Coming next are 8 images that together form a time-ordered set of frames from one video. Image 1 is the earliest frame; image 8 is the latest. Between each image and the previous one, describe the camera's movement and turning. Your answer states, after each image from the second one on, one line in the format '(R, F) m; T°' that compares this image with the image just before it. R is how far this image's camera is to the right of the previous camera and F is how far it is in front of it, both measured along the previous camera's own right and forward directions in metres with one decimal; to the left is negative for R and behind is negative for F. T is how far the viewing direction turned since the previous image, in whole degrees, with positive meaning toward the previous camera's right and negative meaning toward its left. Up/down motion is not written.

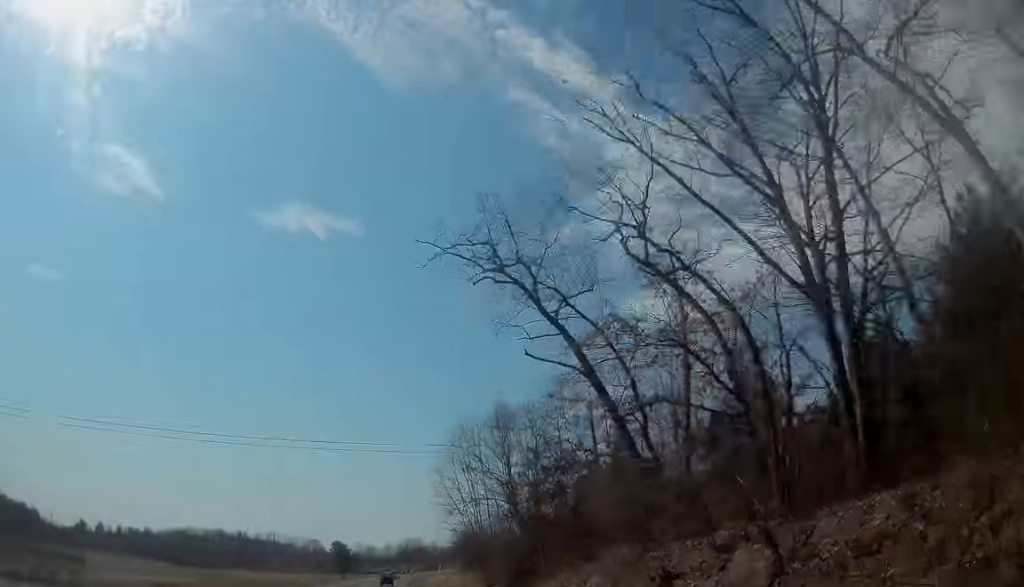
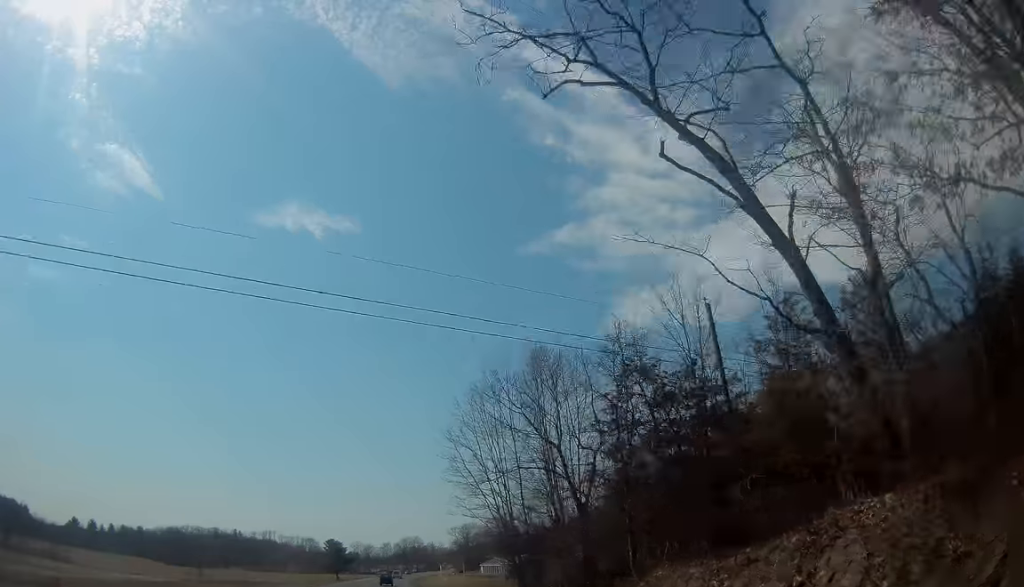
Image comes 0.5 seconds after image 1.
(+0.2, +12.1) m; 0°
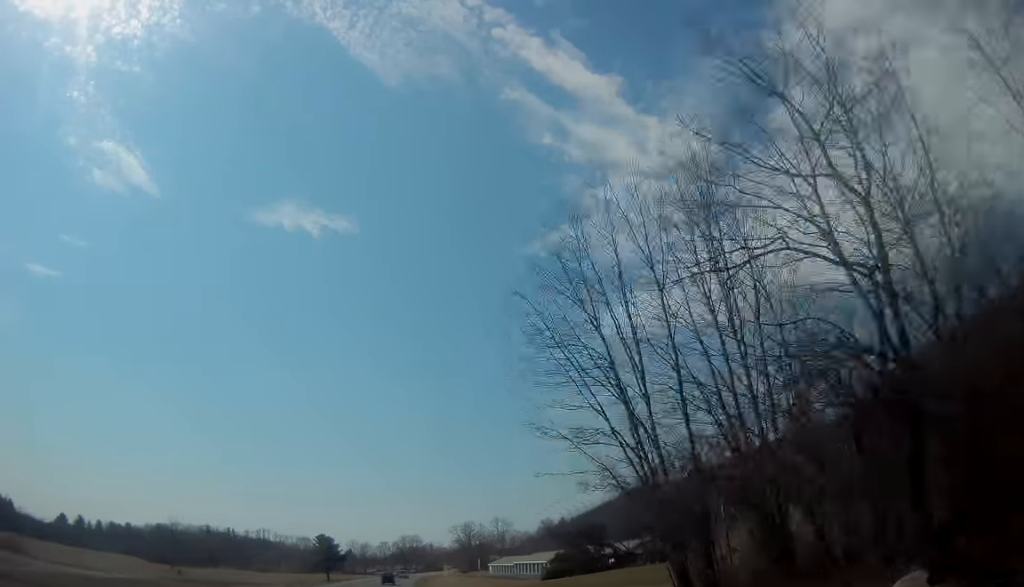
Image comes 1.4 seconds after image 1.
(-0.3, +20.4) m; -1°
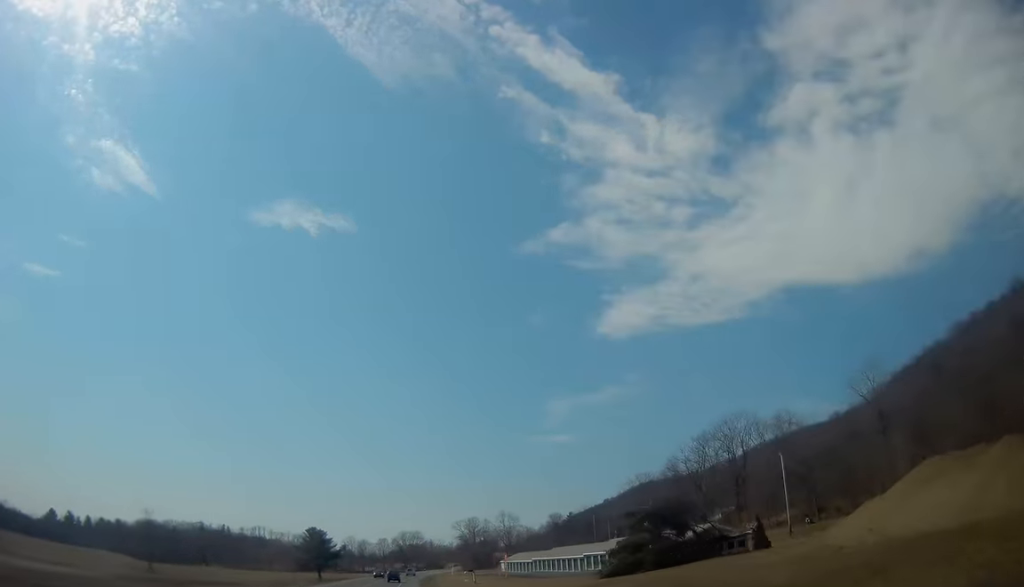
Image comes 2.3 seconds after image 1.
(0.0, +18.9) m; 0°
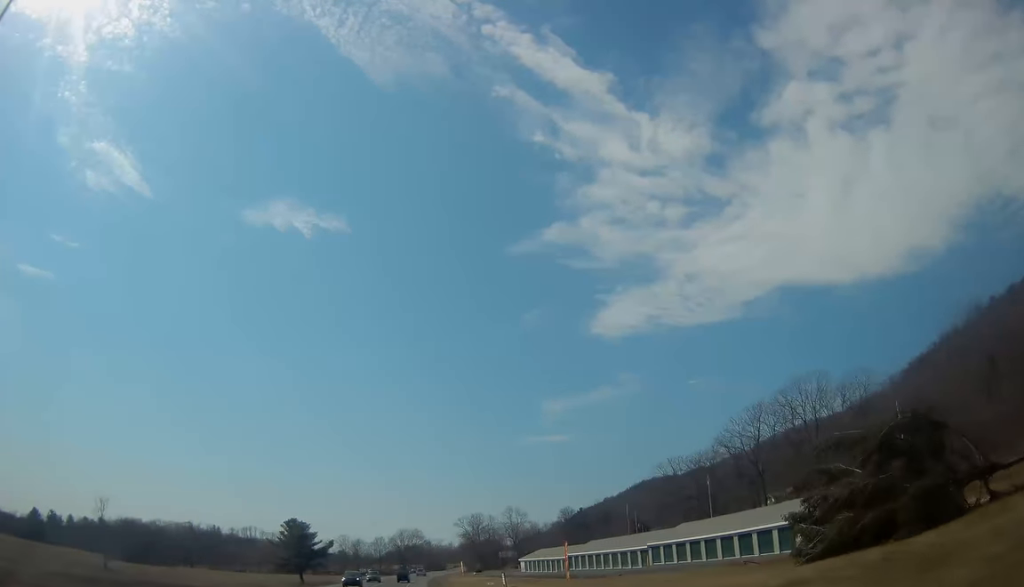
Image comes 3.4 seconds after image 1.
(+0.3, +25.9) m; +1°
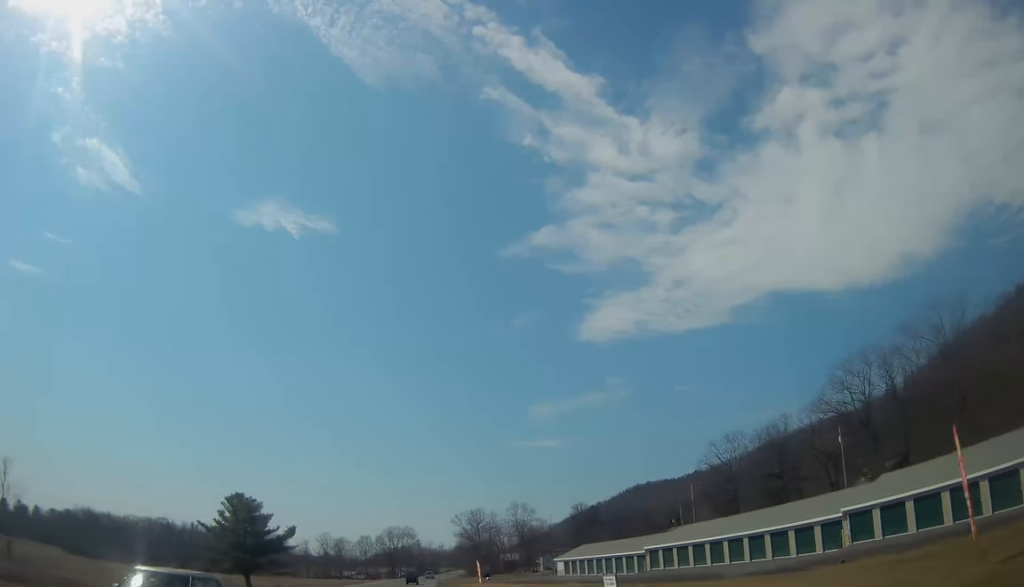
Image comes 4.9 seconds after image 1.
(+0.3, +35.4) m; +1°
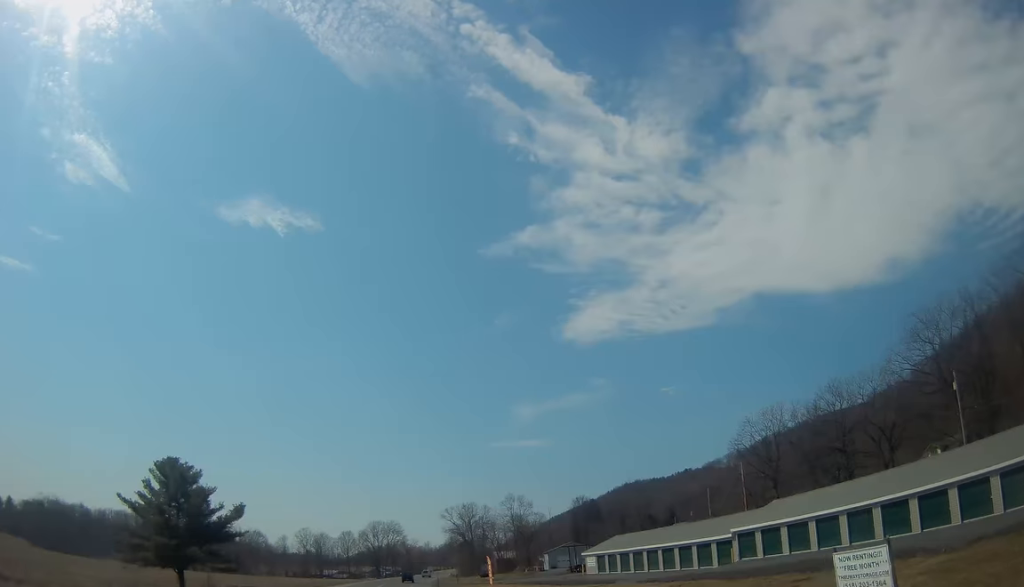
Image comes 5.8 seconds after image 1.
(+0.2, +20.8) m; +1°
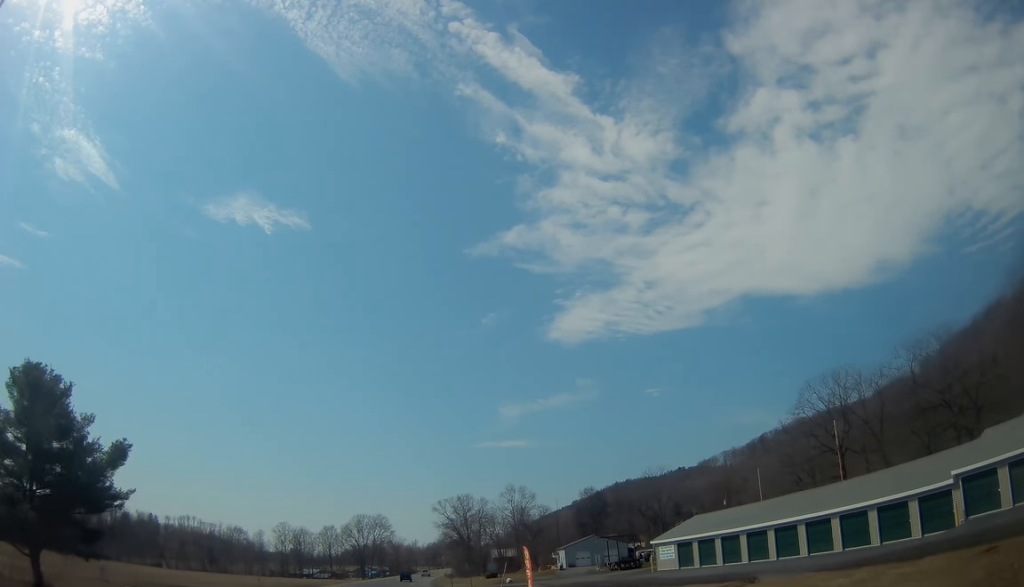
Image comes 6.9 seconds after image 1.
(+0.2, +23.9) m; +1°
